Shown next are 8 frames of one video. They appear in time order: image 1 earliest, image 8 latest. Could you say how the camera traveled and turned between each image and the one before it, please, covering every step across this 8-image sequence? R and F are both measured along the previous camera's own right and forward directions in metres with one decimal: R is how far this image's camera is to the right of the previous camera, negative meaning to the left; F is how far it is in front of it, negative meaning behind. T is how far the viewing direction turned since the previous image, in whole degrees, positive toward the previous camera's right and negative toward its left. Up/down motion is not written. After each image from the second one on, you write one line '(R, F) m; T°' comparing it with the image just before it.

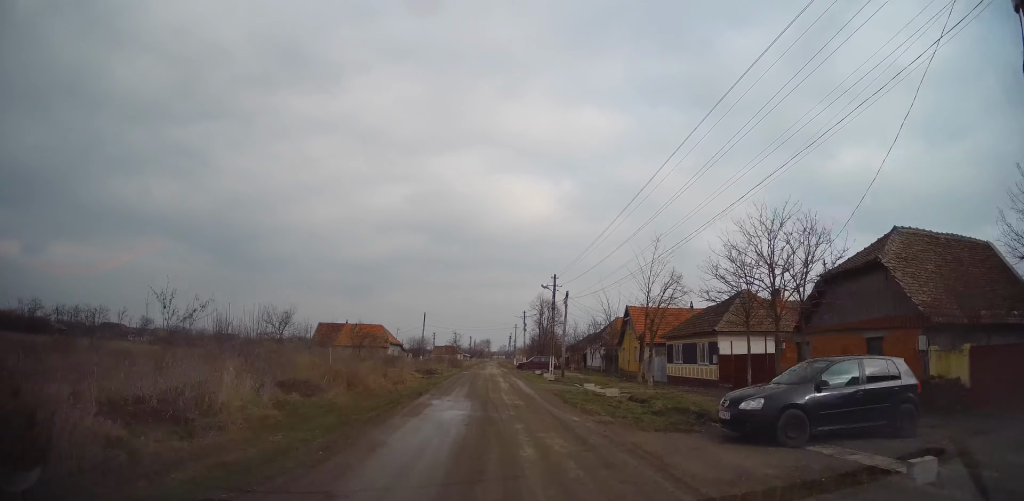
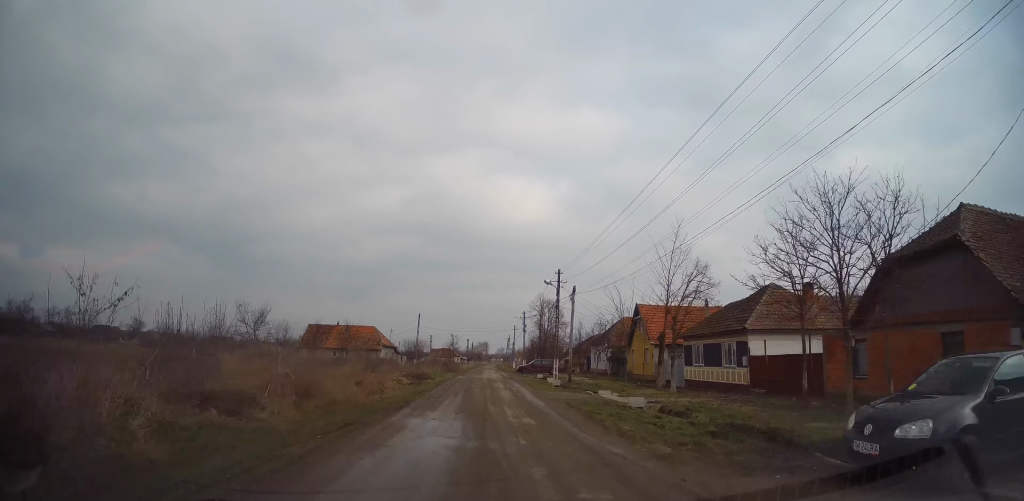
(+0.2, +3.6) m; 0°
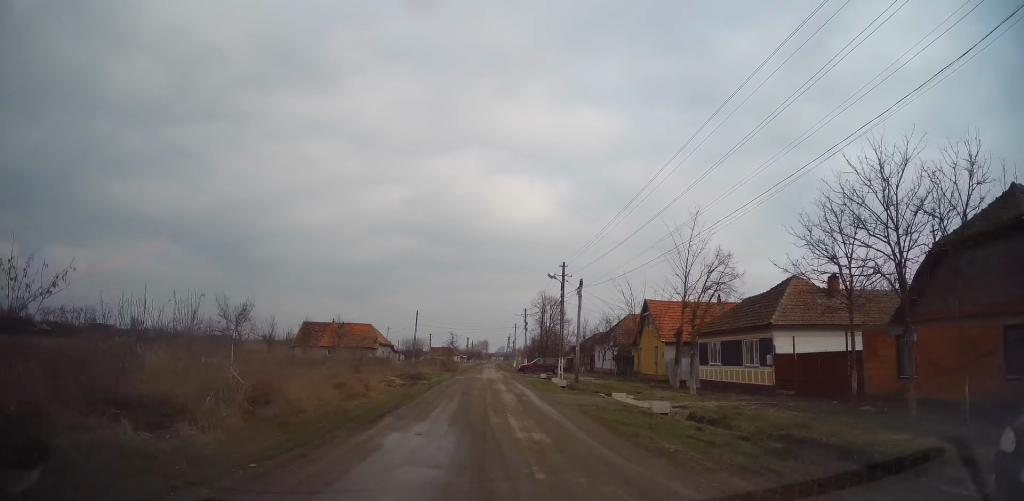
(-0.2, +2.3) m; -3°
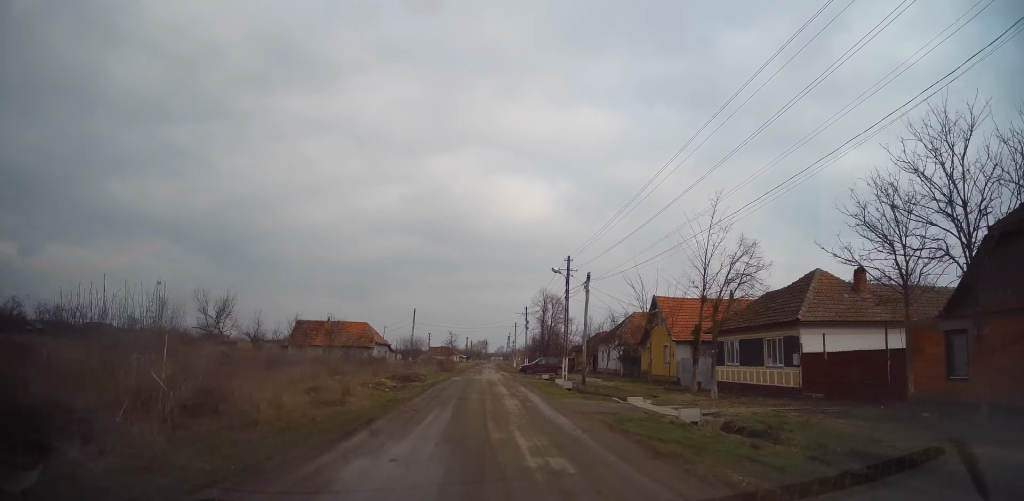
(-0.1, +2.2) m; -2°
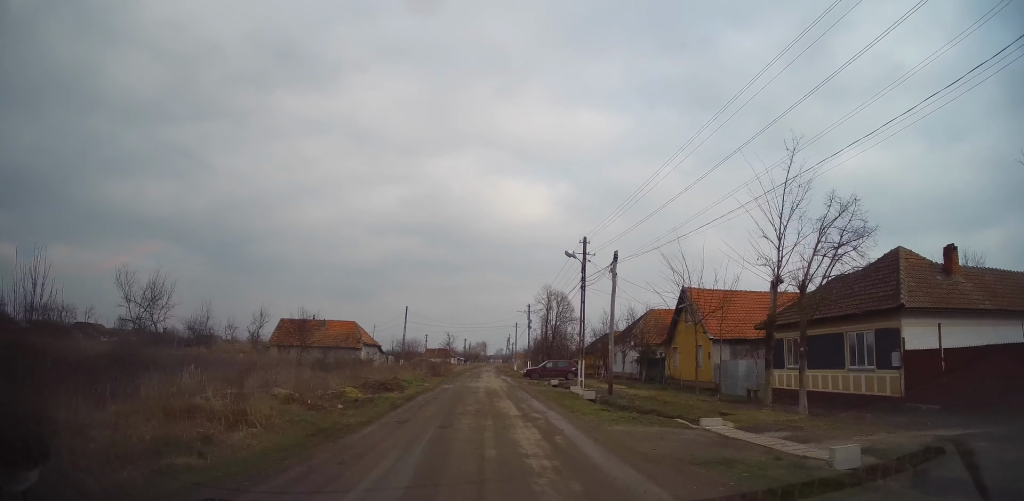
(+0.1, +6.4) m; +2°
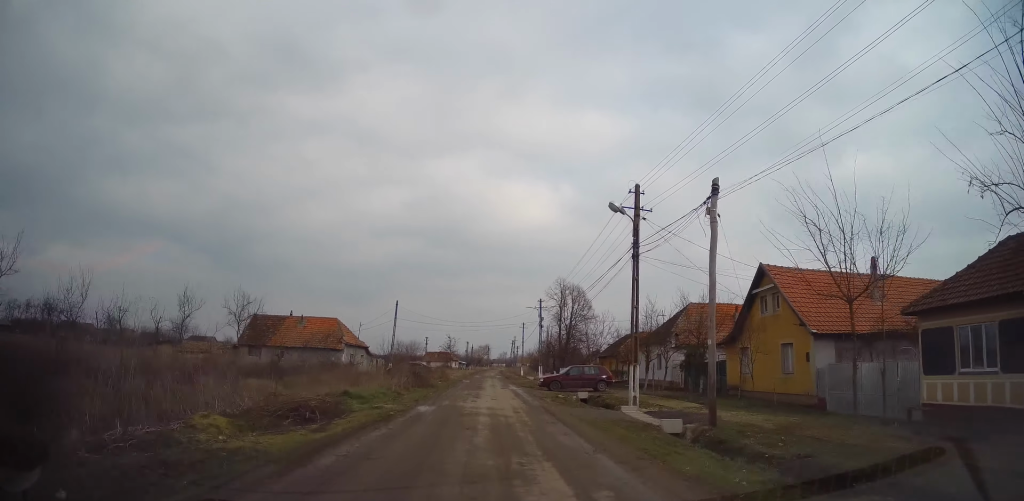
(+0.2, +9.7) m; +4°
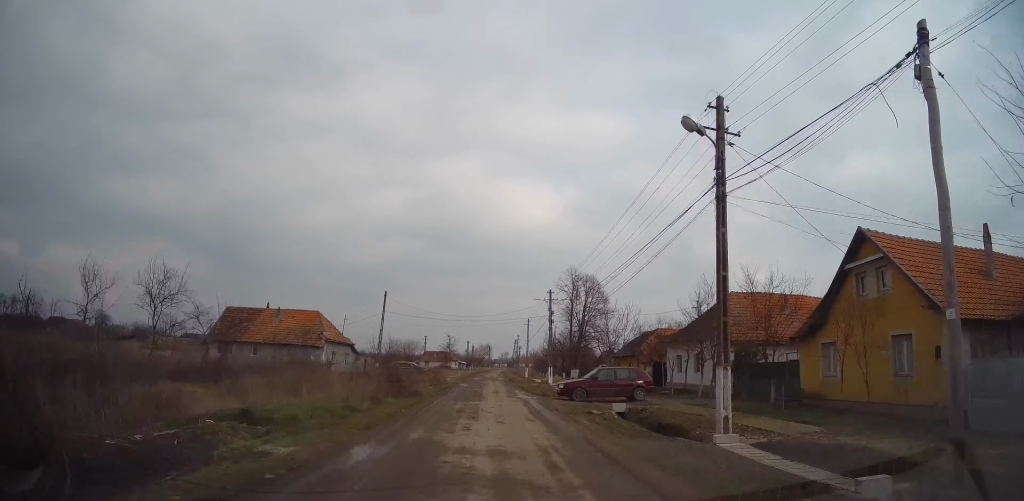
(+0.3, +6.7) m; -1°
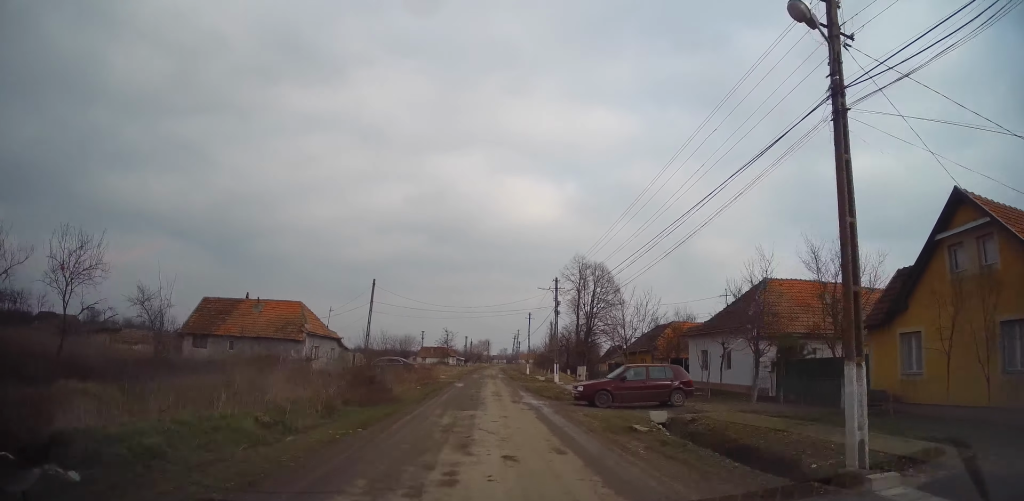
(-0.1, +4.2) m; -1°
